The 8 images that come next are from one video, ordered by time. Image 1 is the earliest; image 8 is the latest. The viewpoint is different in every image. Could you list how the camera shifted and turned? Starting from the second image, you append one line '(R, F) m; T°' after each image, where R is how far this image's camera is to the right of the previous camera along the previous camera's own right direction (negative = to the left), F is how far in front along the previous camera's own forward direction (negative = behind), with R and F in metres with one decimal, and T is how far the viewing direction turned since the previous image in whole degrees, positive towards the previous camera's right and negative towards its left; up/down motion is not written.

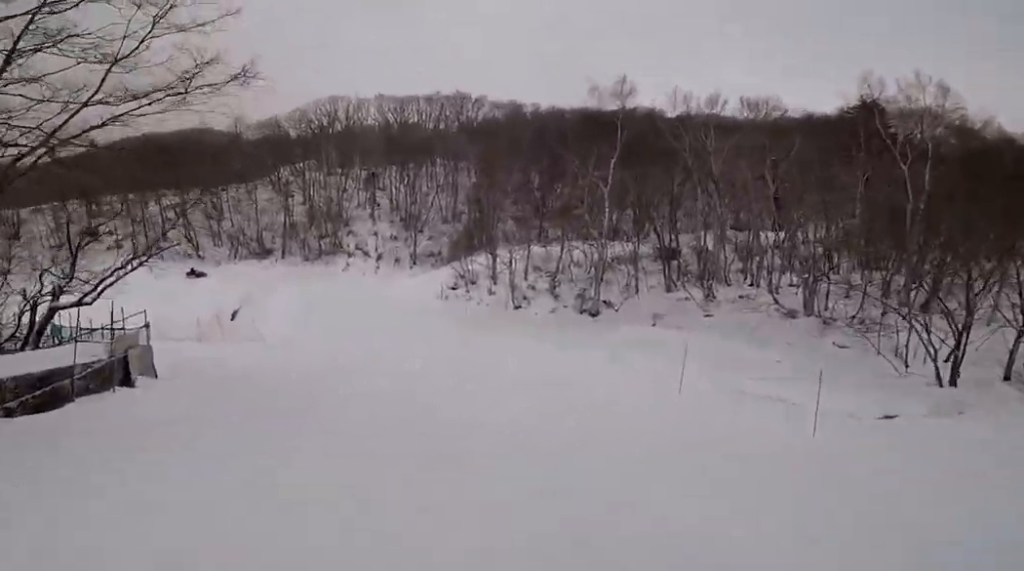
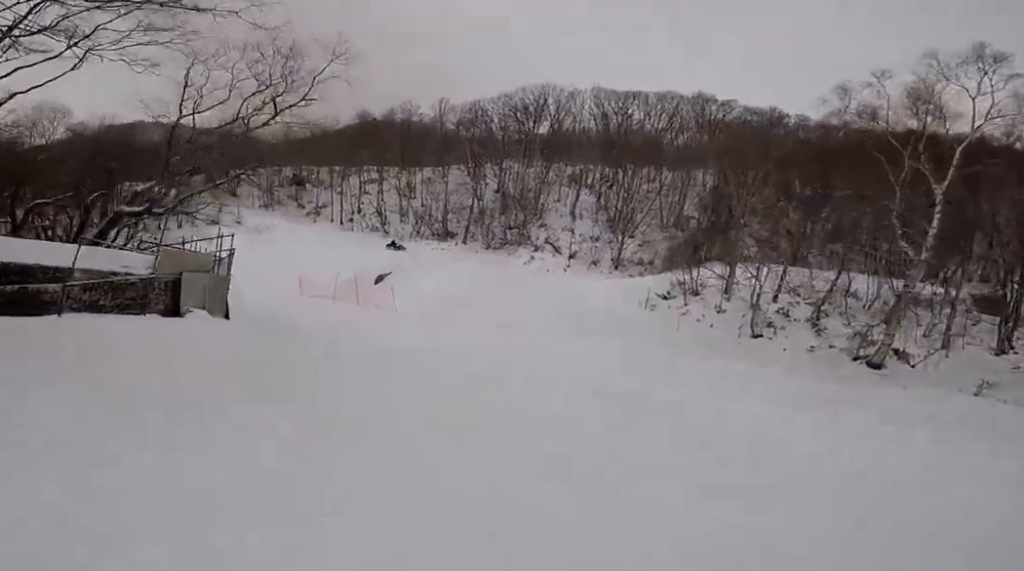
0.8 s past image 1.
(-0.2, +5.5) m; -12°
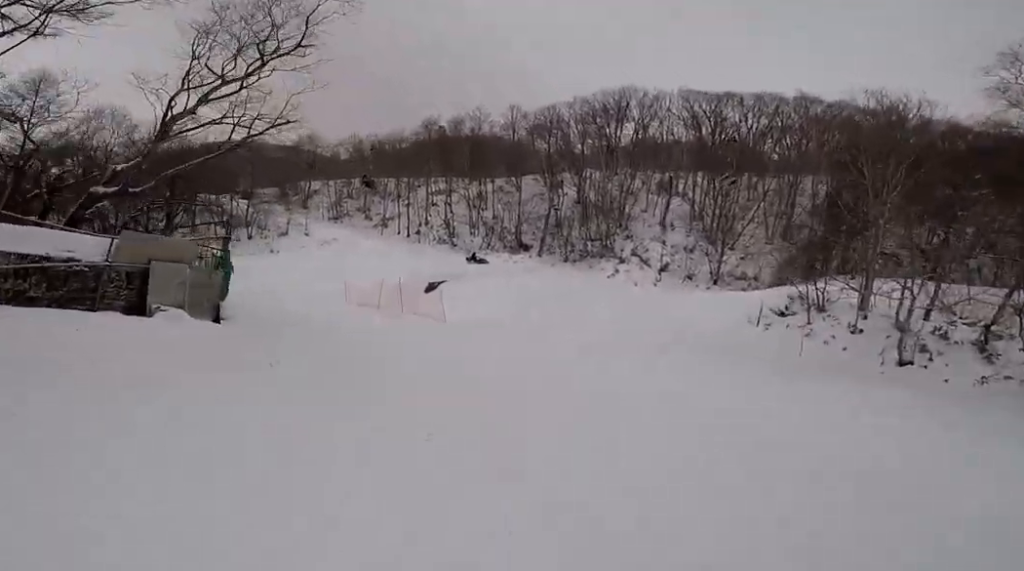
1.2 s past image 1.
(-0.1, +3.2) m; -11°
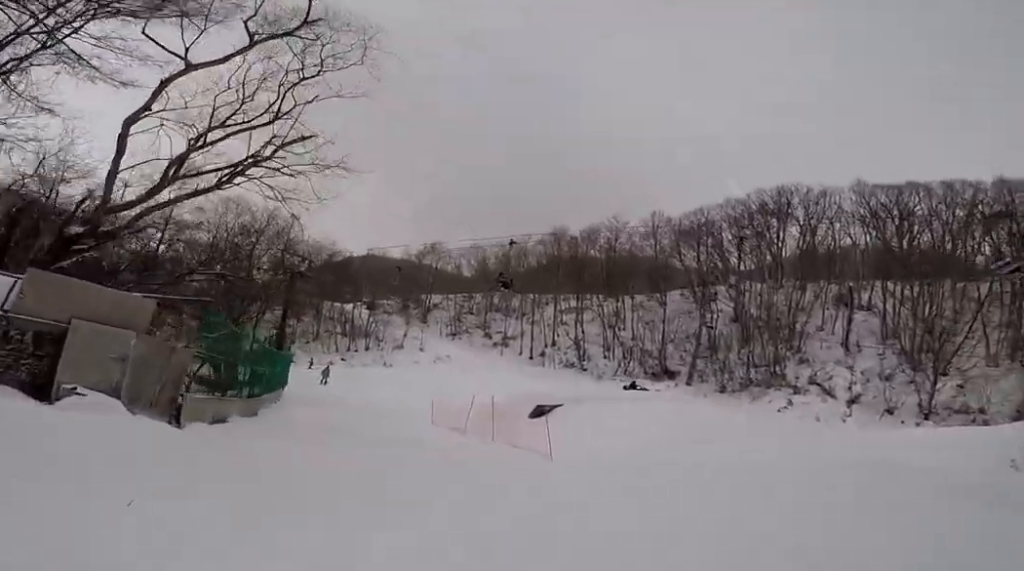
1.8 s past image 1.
(-0.6, +4.3) m; -15°
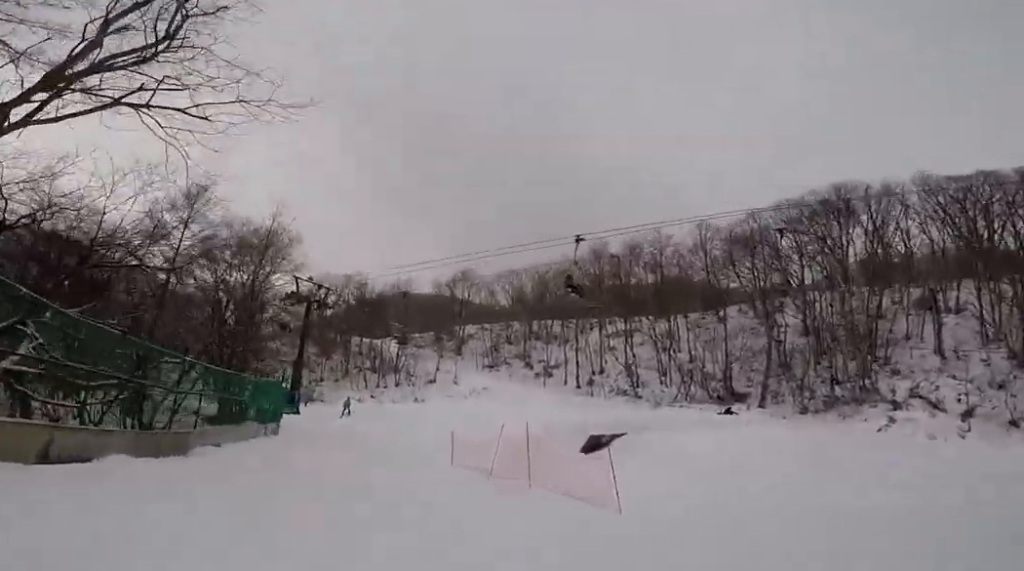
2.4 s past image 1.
(-0.9, +3.9) m; -12°
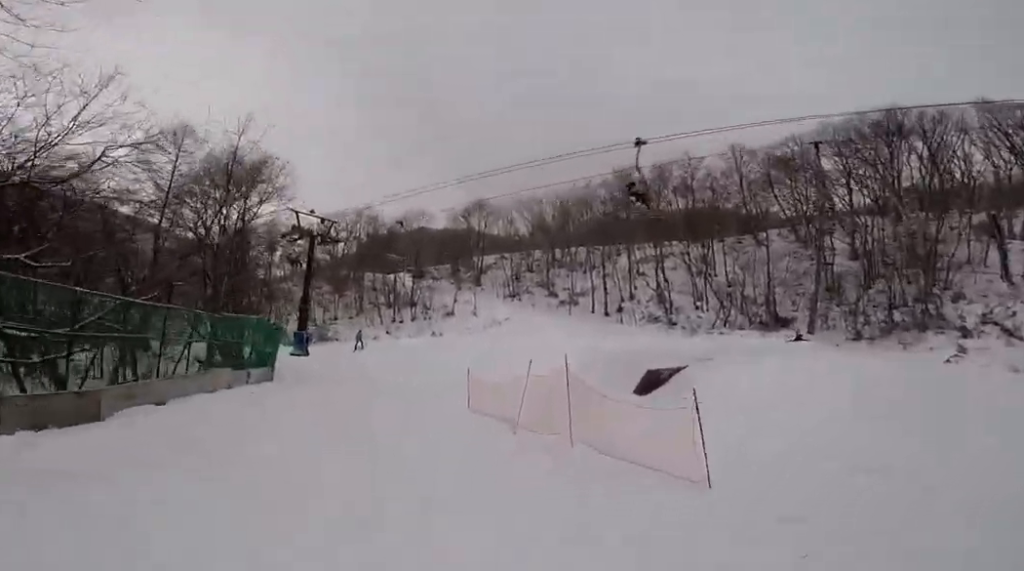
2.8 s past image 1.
(-0.1, +2.7) m; -5°
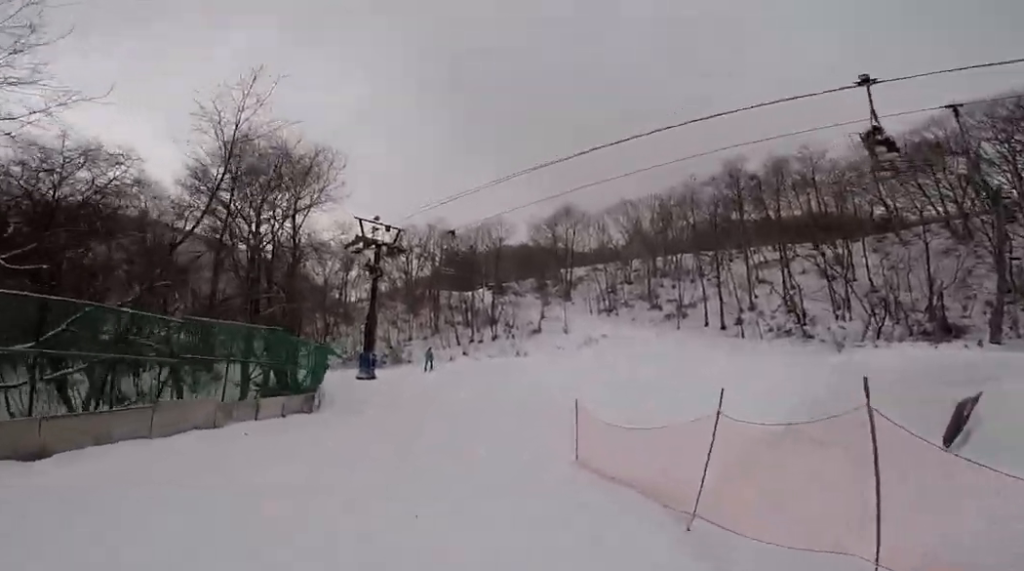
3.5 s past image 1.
(+0.2, +4.4) m; -8°
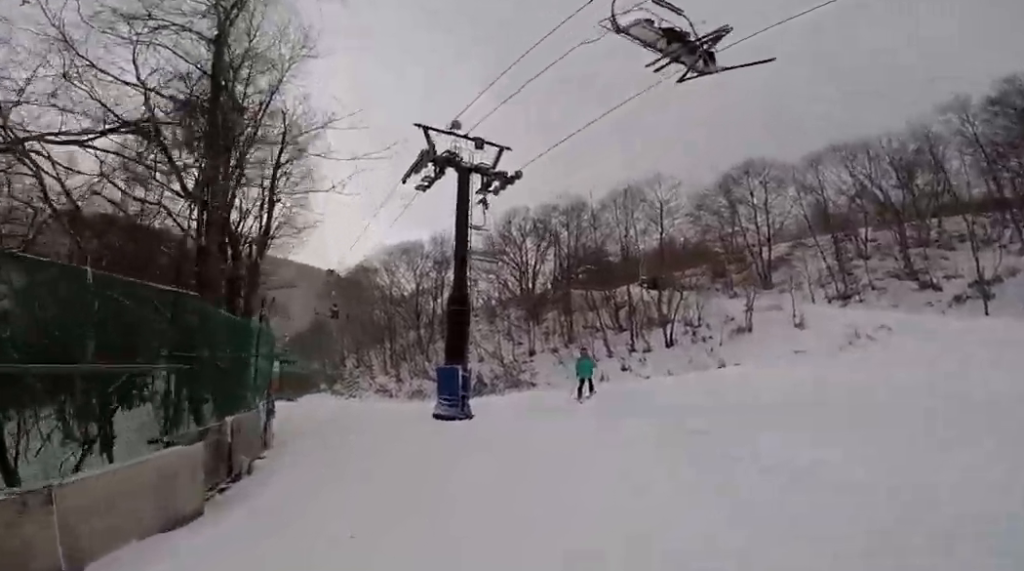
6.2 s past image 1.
(-3.1, +16.3) m; -10°
